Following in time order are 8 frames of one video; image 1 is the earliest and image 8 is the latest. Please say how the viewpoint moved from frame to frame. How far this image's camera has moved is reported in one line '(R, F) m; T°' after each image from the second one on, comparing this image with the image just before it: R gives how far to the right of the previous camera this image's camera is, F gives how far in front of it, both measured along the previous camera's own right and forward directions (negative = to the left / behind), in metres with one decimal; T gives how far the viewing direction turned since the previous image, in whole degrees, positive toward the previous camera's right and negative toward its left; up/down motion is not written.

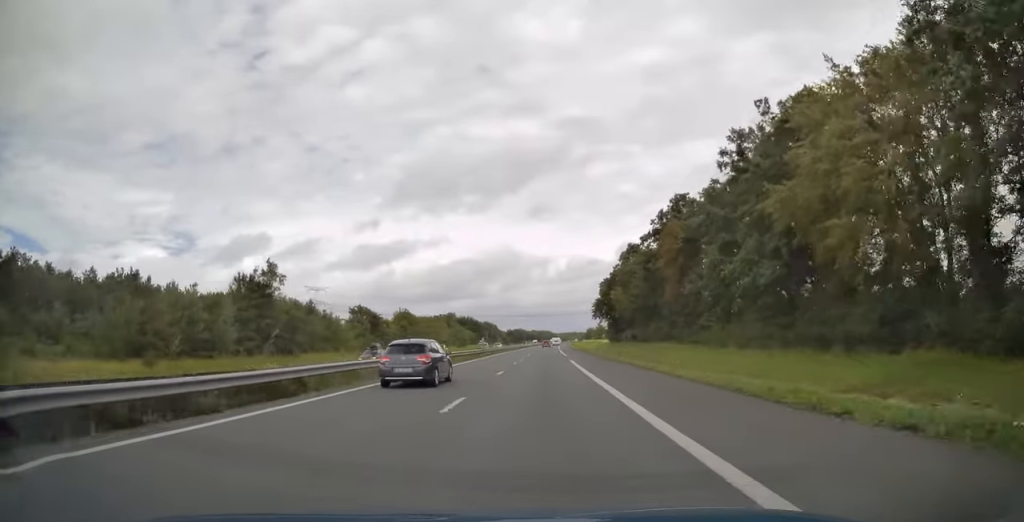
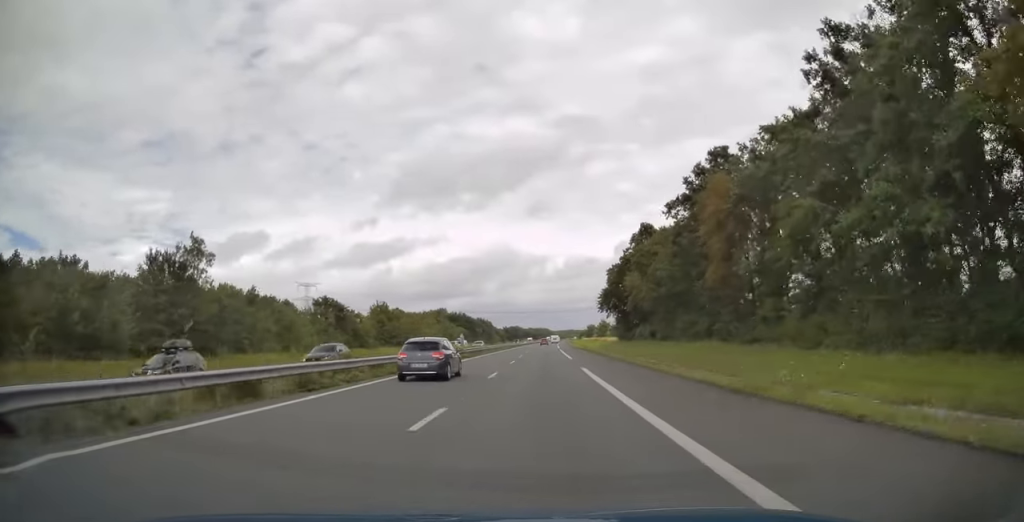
(+0.1, +15.6) m; 0°
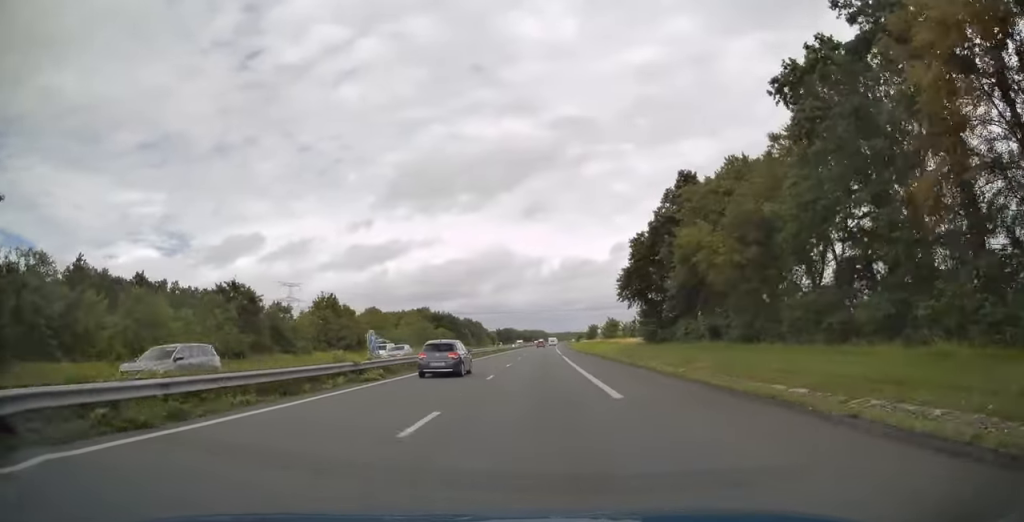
(+0.1, +26.4) m; 0°
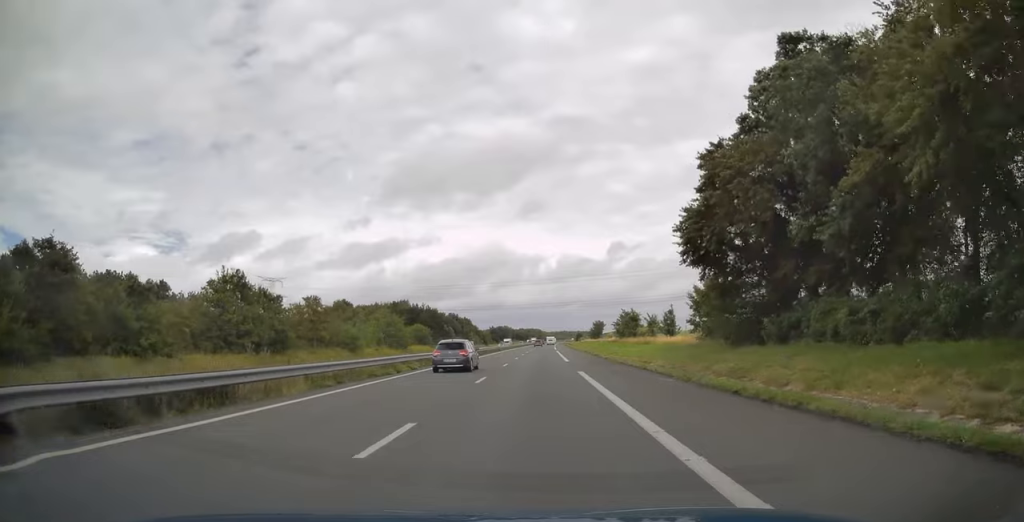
(-0.1, +27.5) m; 0°
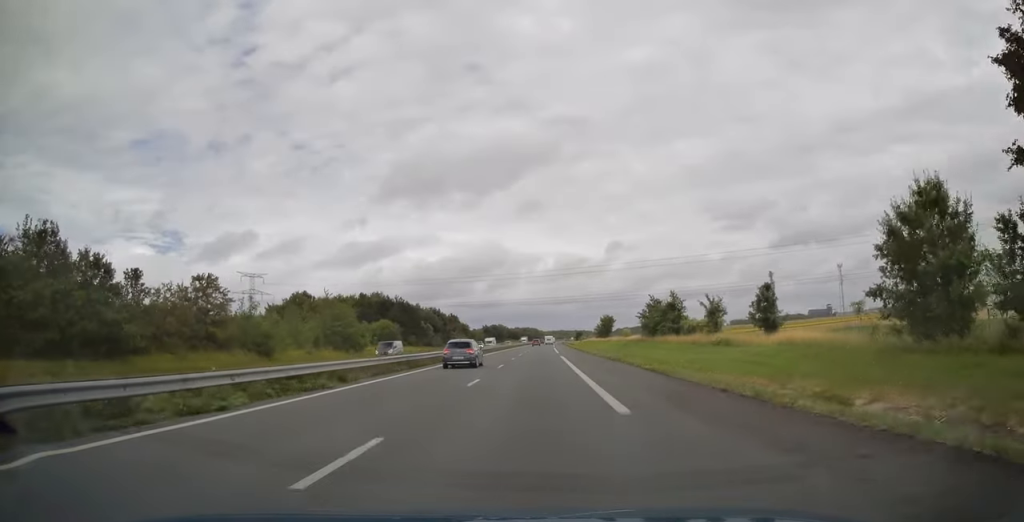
(+0.3, +27.5) m; 0°
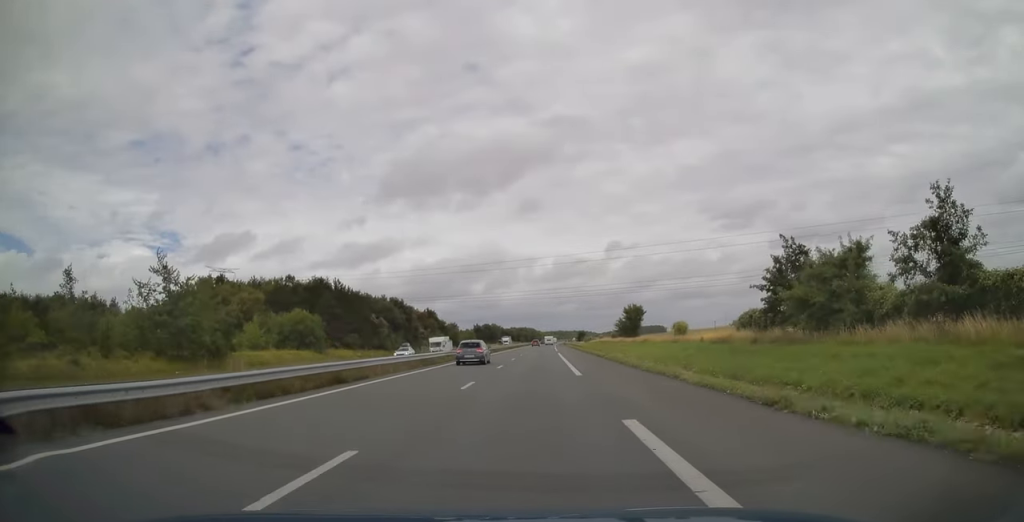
(-0.1, +39.9) m; 0°
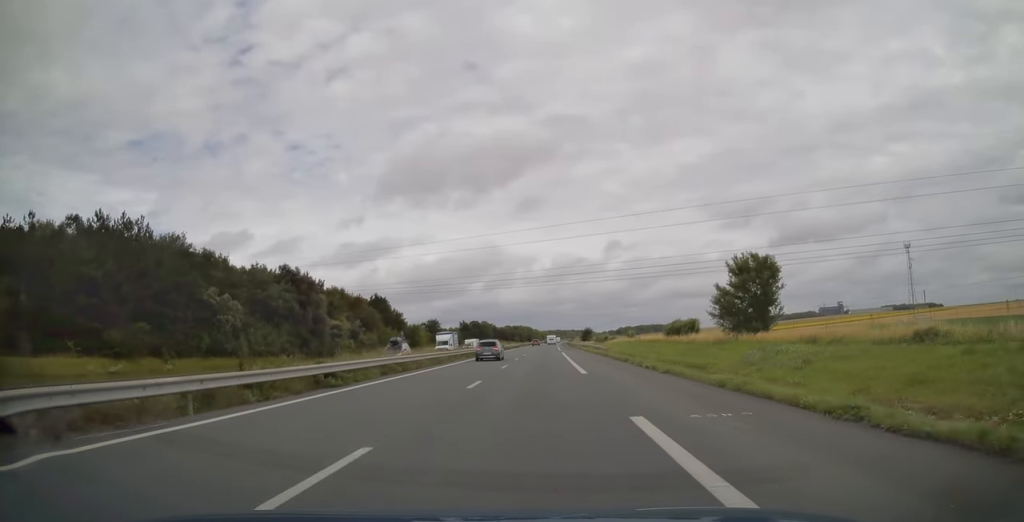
(+0.2, +51.9) m; +1°
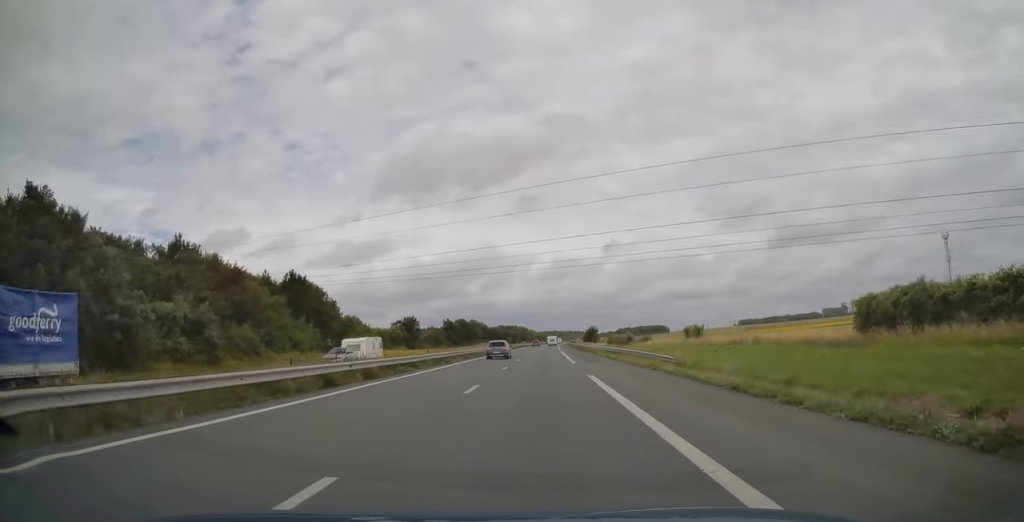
(+0.1, +40.4) m; 0°
